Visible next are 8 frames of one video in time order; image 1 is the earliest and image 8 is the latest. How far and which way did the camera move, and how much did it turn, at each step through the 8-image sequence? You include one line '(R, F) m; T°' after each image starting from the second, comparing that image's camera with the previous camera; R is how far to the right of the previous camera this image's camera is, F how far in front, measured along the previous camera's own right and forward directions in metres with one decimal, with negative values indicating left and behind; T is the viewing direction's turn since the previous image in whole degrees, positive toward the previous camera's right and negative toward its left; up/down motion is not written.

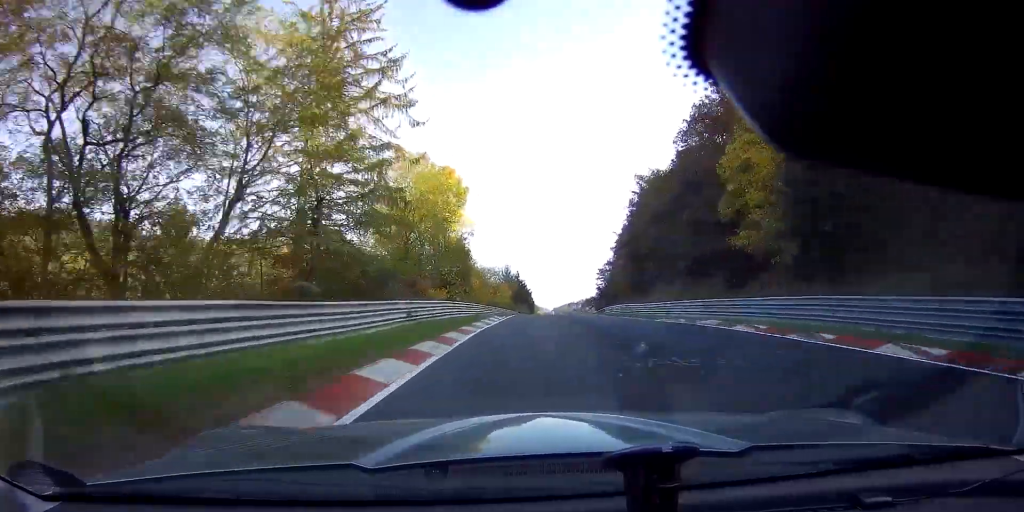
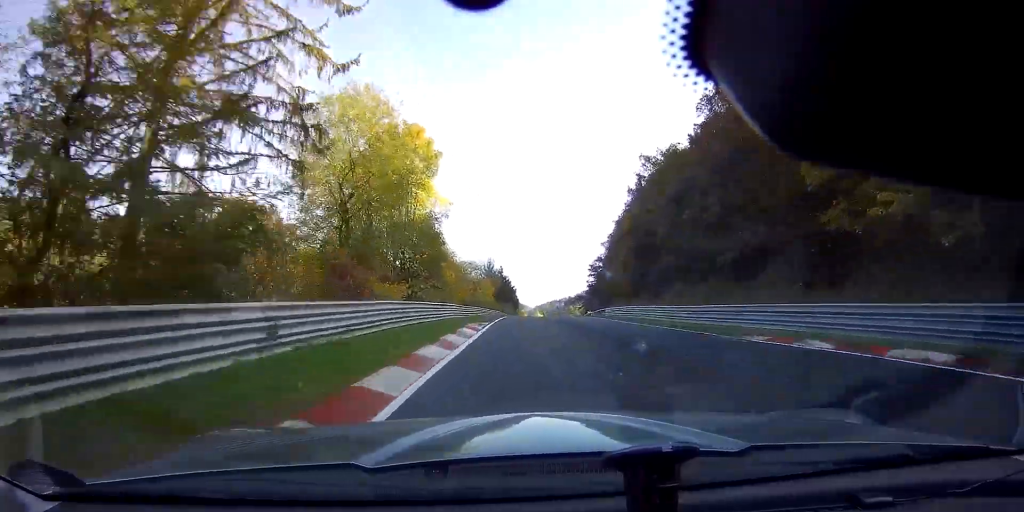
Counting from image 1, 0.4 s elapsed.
(+0.6, +11.6) m; +2°
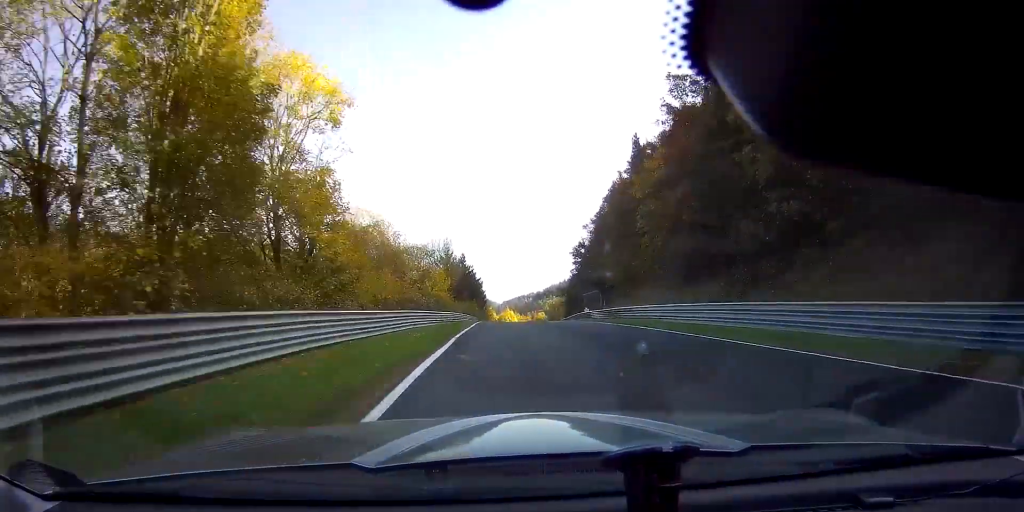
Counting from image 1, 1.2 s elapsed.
(+0.8, +24.6) m; +3°
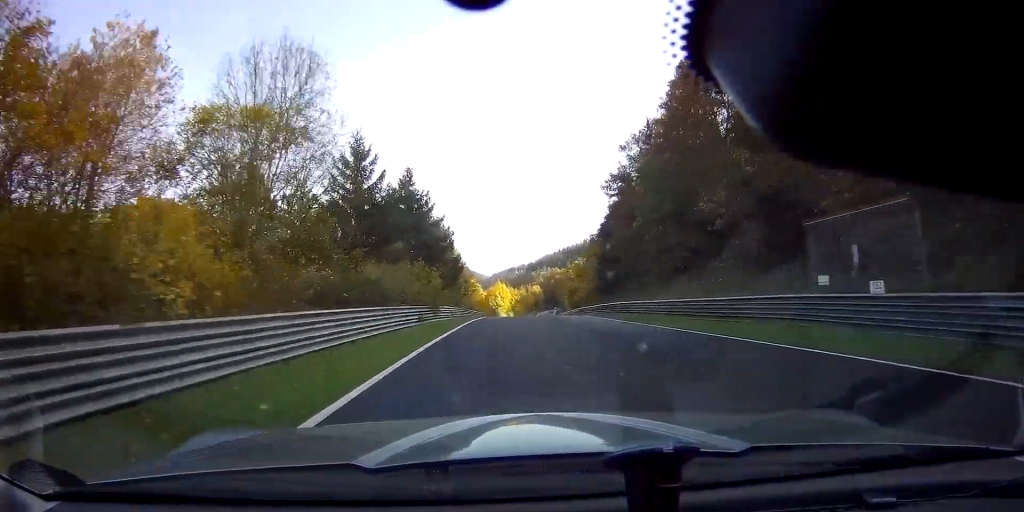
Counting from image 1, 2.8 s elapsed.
(+1.2, +49.5) m; +2°
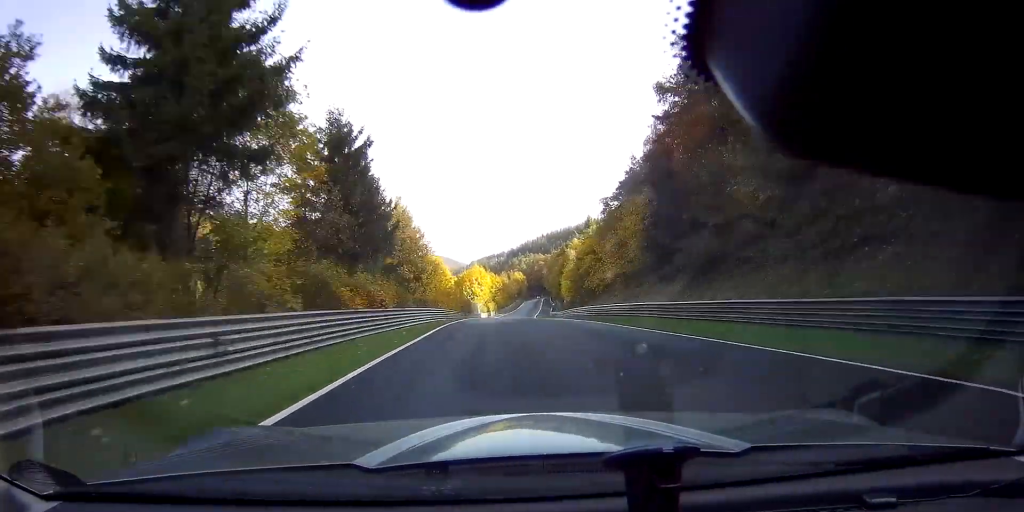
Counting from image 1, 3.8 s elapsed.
(+0.3, +33.6) m; +2°
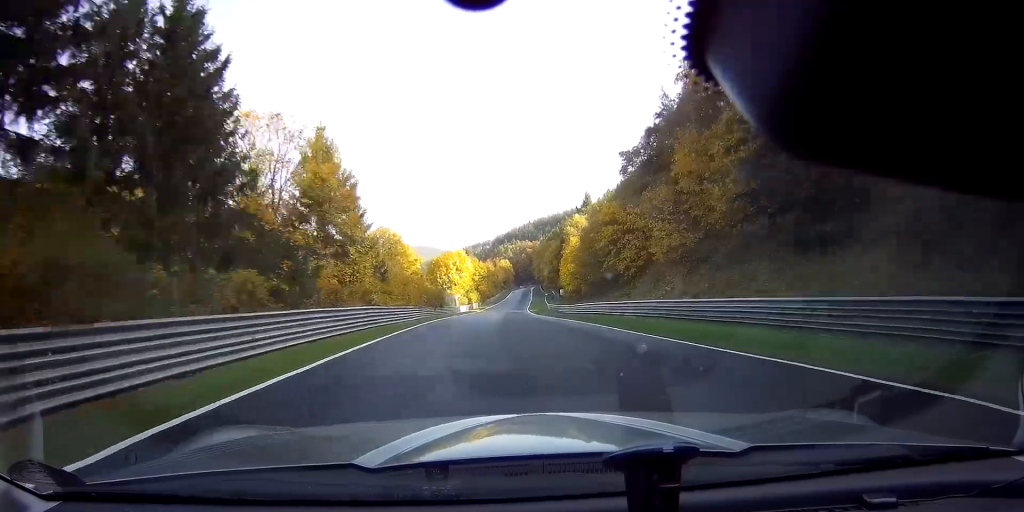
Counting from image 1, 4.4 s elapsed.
(+0.3, +21.0) m; +1°
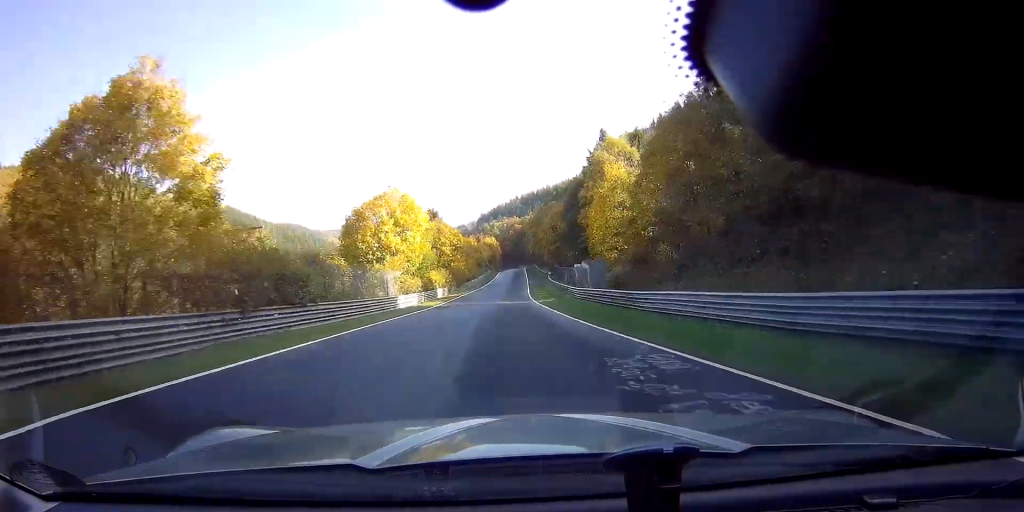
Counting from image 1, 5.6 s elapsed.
(+0.9, +42.1) m; +2°
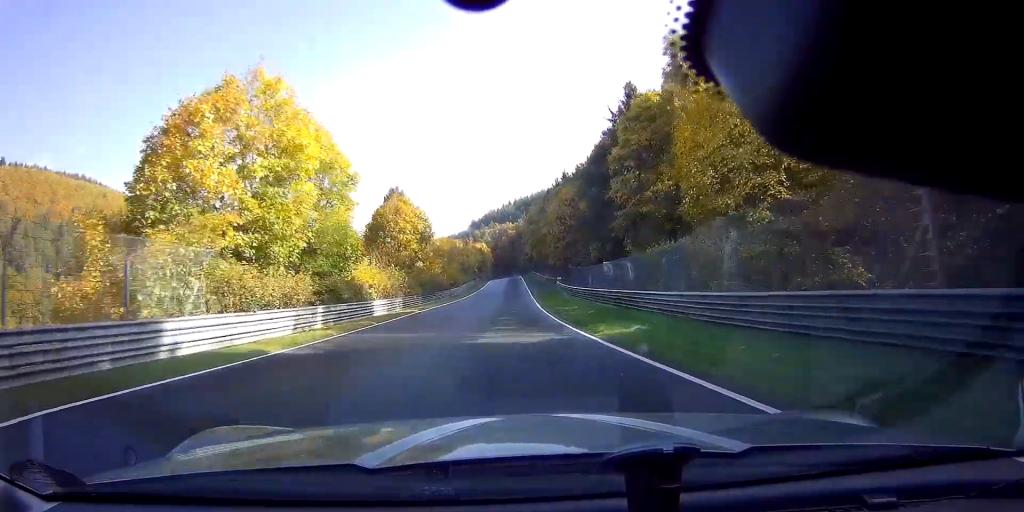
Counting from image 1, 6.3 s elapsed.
(+0.2, +28.4) m; +1°
